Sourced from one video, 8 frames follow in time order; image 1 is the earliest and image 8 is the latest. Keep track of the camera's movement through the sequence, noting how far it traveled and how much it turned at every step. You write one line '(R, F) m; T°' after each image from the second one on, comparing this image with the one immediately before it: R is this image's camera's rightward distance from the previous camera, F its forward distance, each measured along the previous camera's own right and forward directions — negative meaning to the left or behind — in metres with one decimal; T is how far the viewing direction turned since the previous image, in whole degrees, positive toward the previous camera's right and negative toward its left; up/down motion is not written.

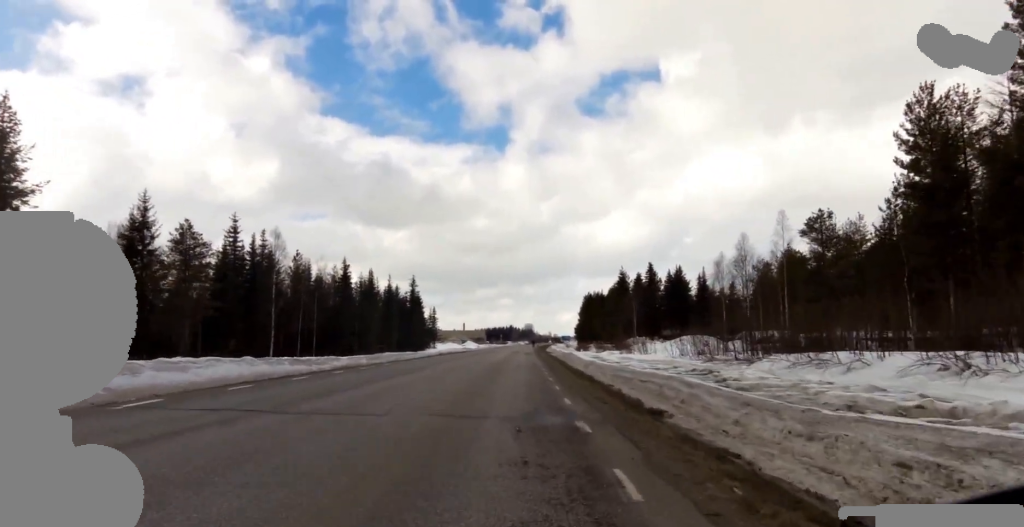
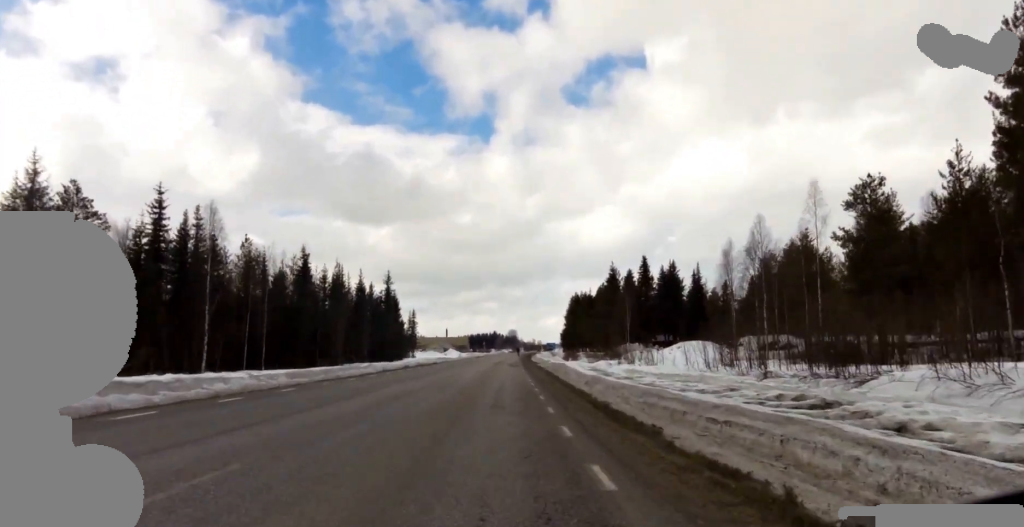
(+0.3, +8.6) m; 0°
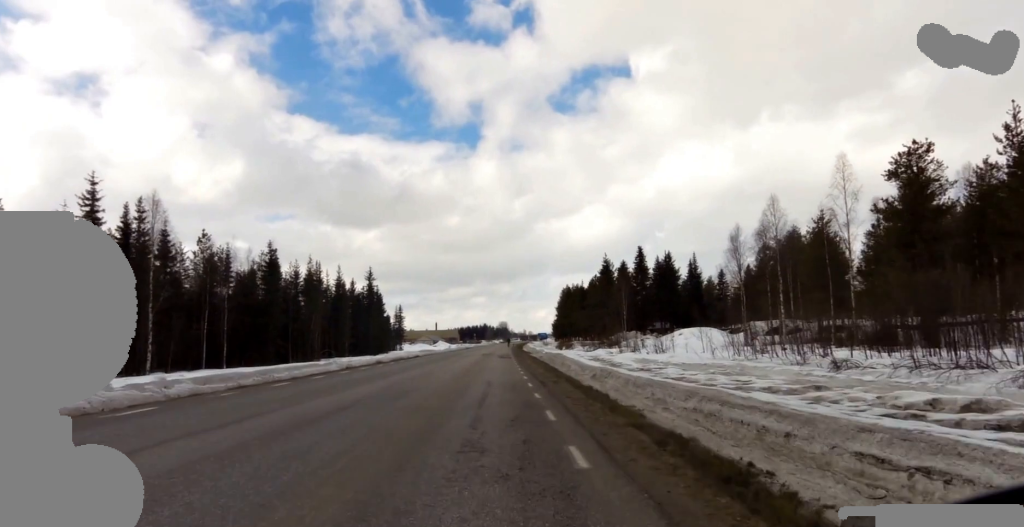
(+0.3, +5.7) m; -1°
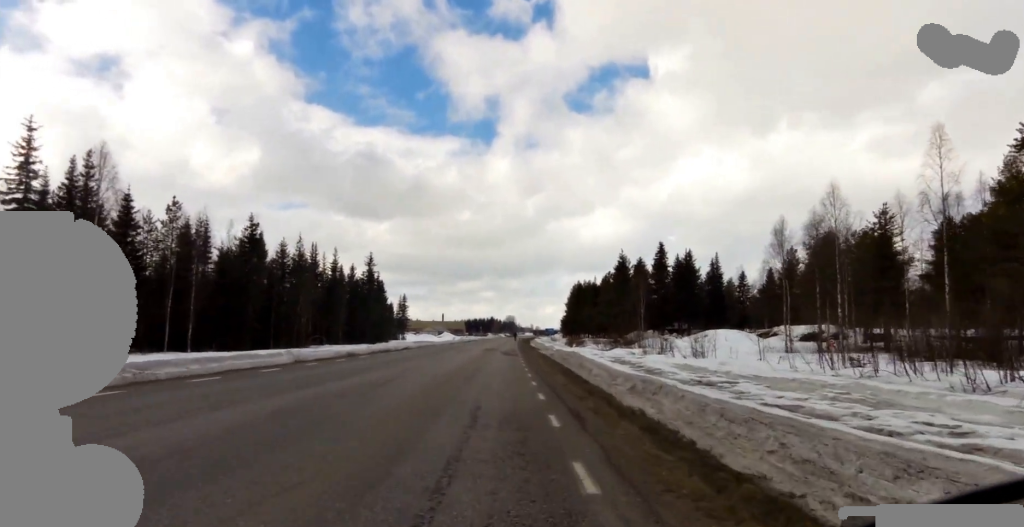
(-1.3, +7.2) m; 0°
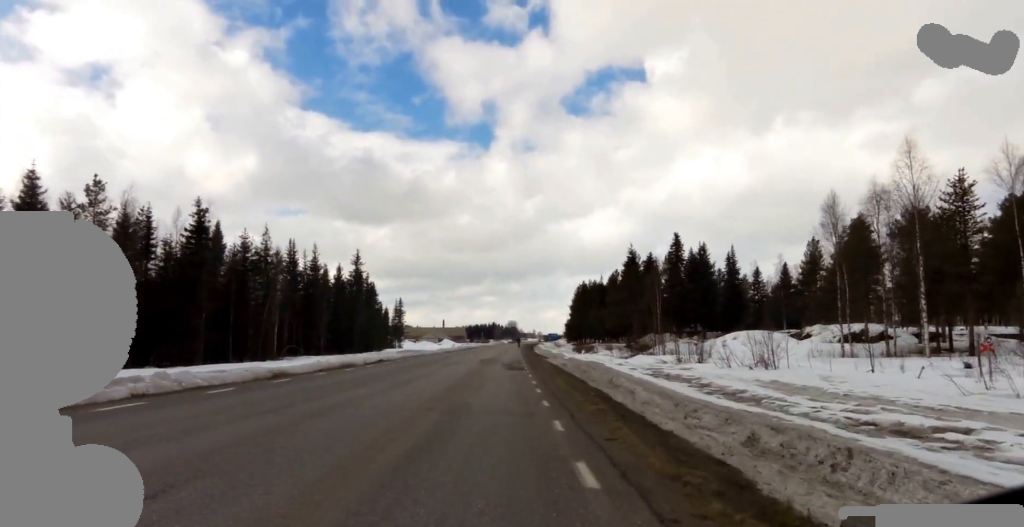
(+1.5, +8.7) m; 0°
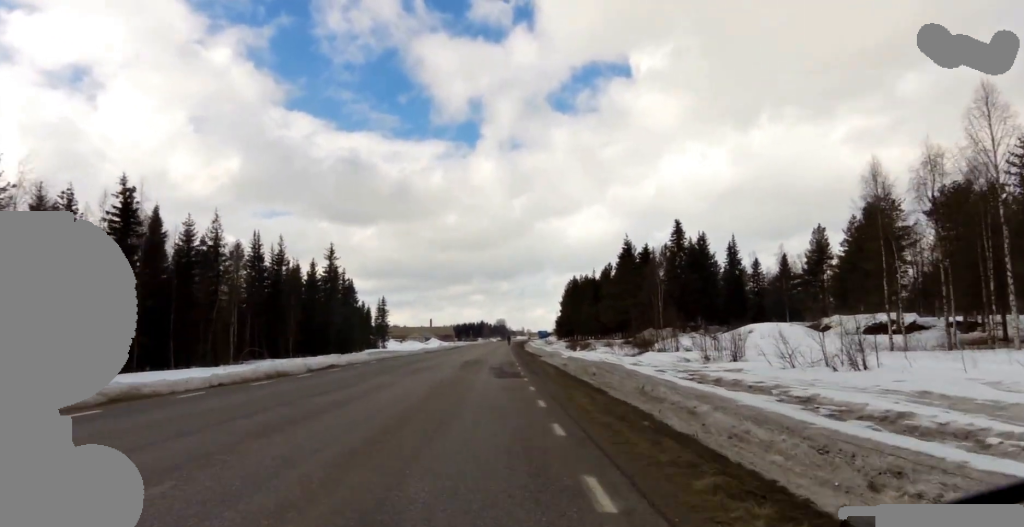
(-1.1, +6.8) m; 0°
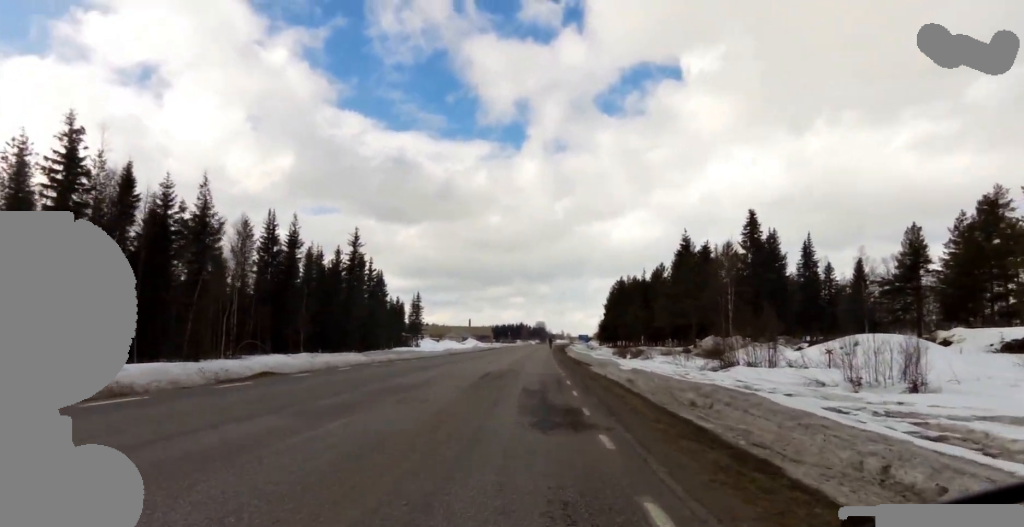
(+0.8, +9.4) m; +2°
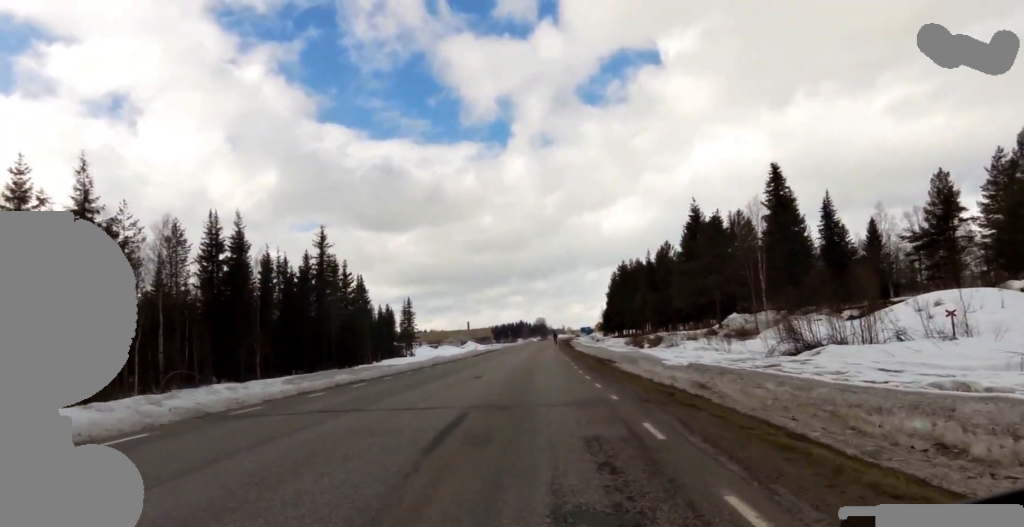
(-0.7, +9.0) m; 0°
